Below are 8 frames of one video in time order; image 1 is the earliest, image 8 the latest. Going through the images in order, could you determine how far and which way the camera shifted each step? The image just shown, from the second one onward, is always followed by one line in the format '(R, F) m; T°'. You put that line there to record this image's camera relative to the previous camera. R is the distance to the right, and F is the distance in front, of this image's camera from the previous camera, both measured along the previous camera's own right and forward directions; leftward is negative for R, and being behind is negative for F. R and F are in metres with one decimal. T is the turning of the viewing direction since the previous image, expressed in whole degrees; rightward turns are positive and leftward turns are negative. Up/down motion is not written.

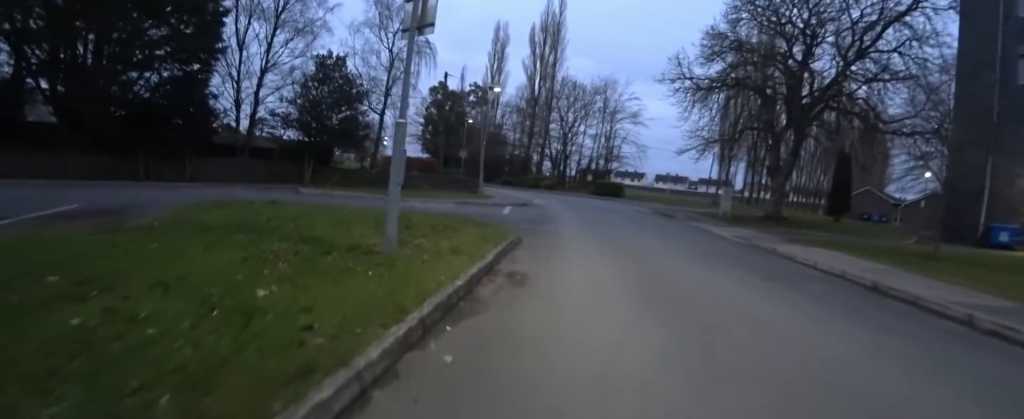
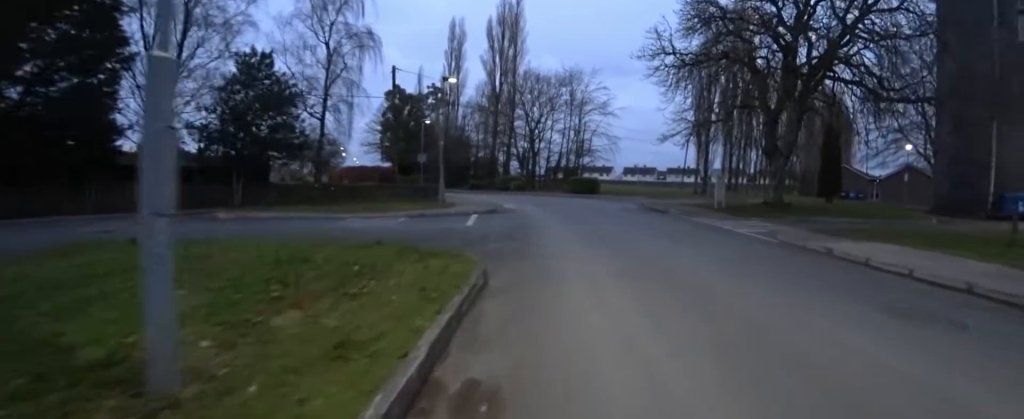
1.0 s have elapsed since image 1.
(0.0, +2.9) m; +1°
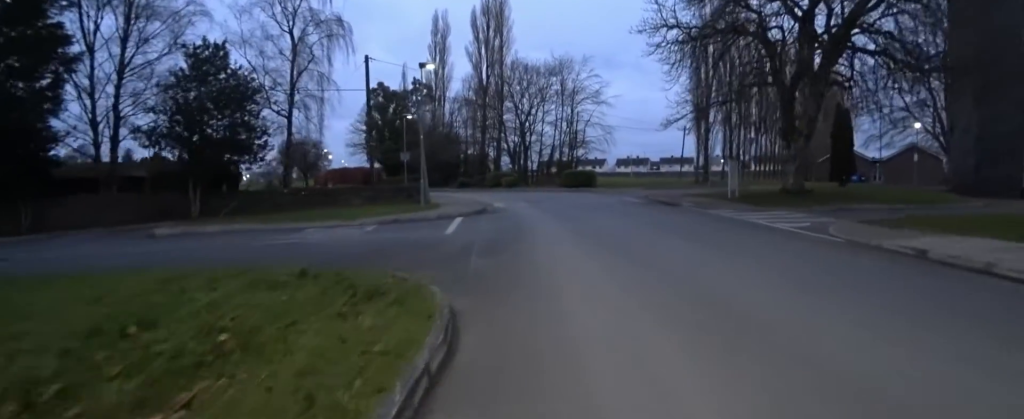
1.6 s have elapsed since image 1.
(0.0, +2.0) m; 0°
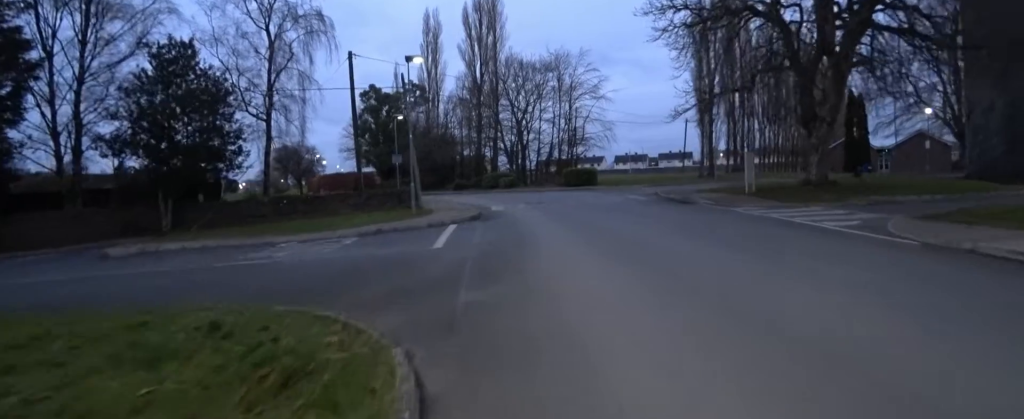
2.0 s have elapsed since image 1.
(0.0, +1.4) m; 0°
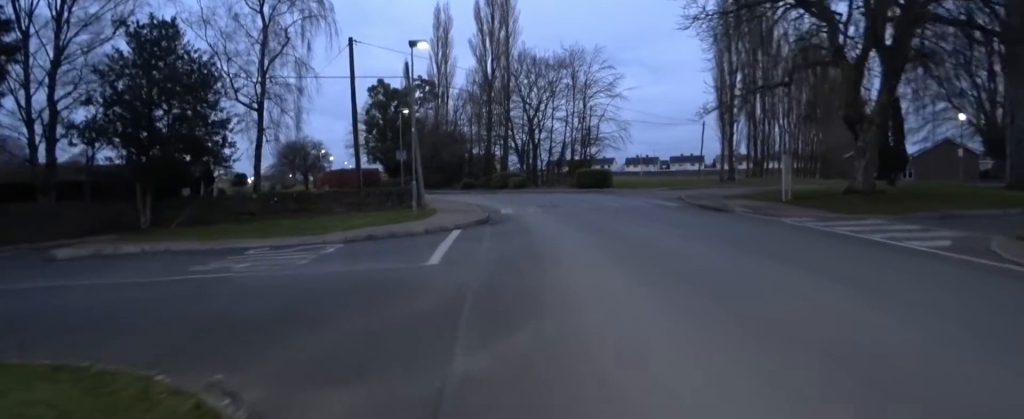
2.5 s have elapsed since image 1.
(0.0, +1.6) m; 0°
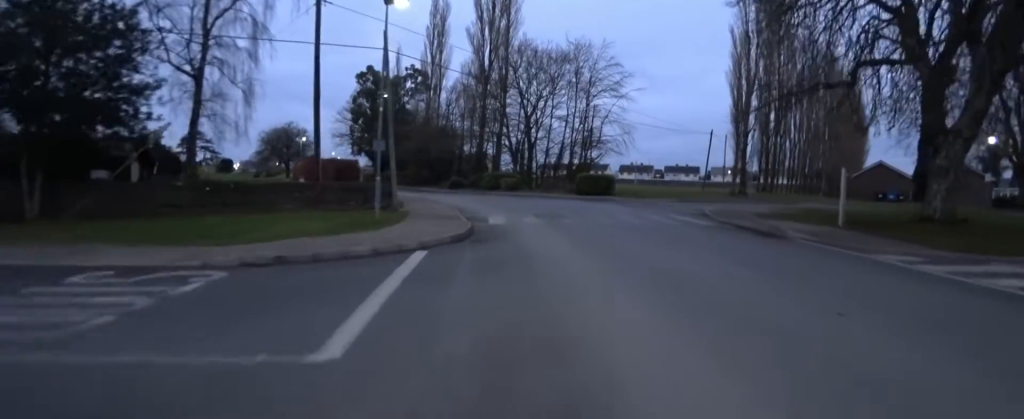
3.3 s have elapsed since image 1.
(0.0, +3.0) m; -2°
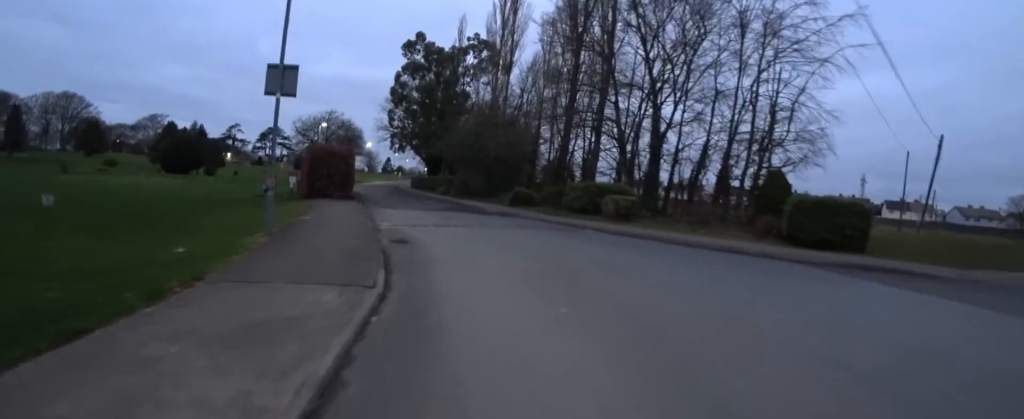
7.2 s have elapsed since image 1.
(-3.2, +14.4) m; -23°
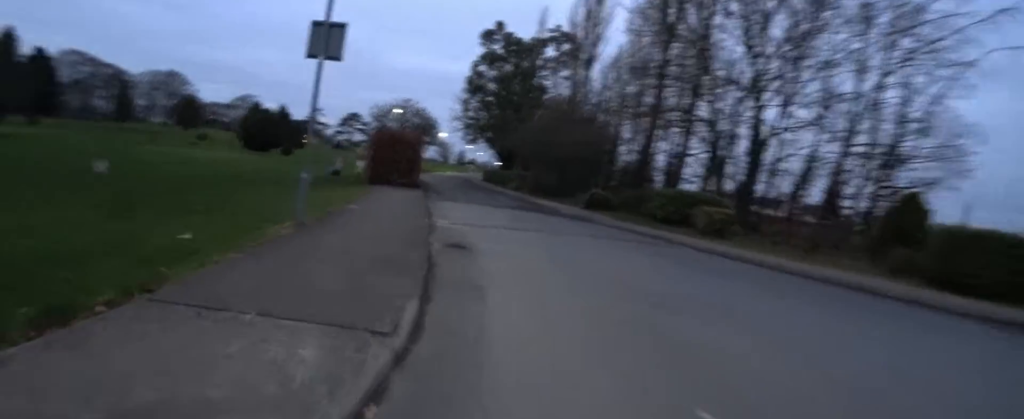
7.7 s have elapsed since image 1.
(0.0, +1.7) m; -1°
